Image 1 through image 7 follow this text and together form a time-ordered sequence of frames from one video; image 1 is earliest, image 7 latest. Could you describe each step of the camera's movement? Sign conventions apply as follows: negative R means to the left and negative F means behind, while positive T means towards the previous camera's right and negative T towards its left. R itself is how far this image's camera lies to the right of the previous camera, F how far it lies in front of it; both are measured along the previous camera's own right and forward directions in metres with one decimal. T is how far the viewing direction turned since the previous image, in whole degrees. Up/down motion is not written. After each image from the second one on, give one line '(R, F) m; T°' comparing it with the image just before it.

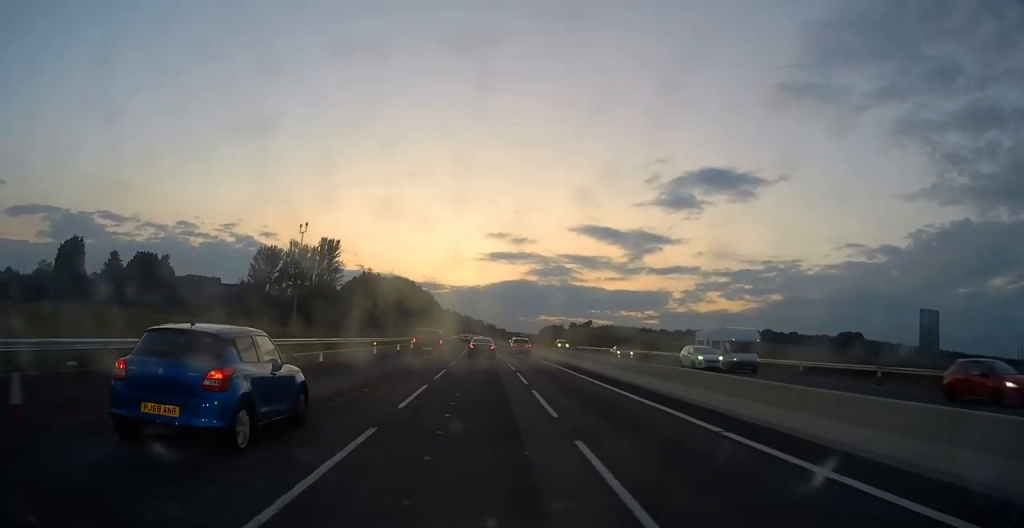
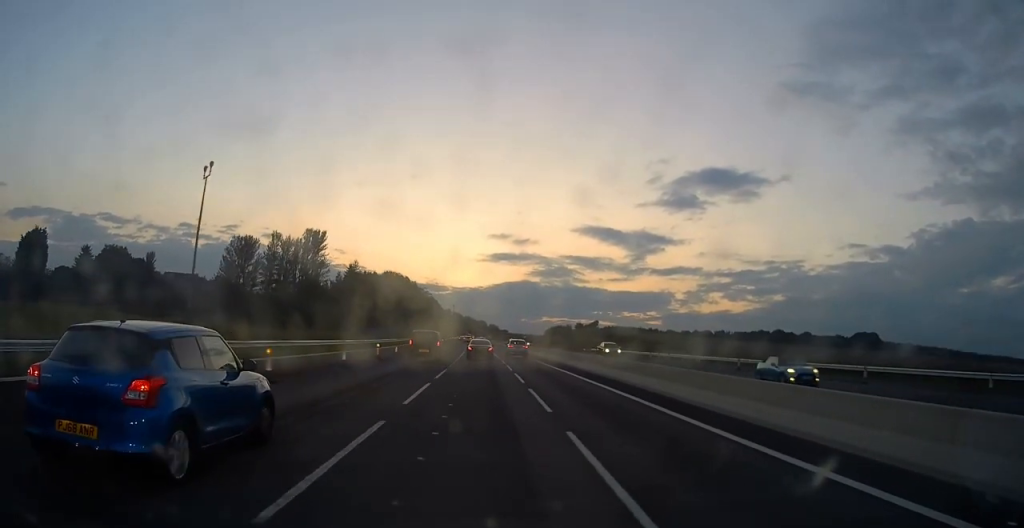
(-0.3, +17.1) m; 0°
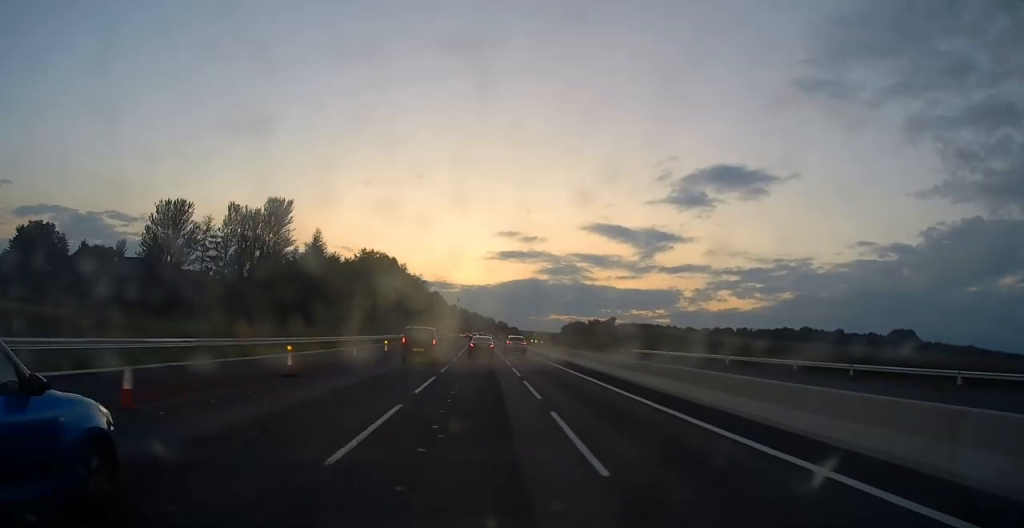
(+0.4, +34.0) m; +1°
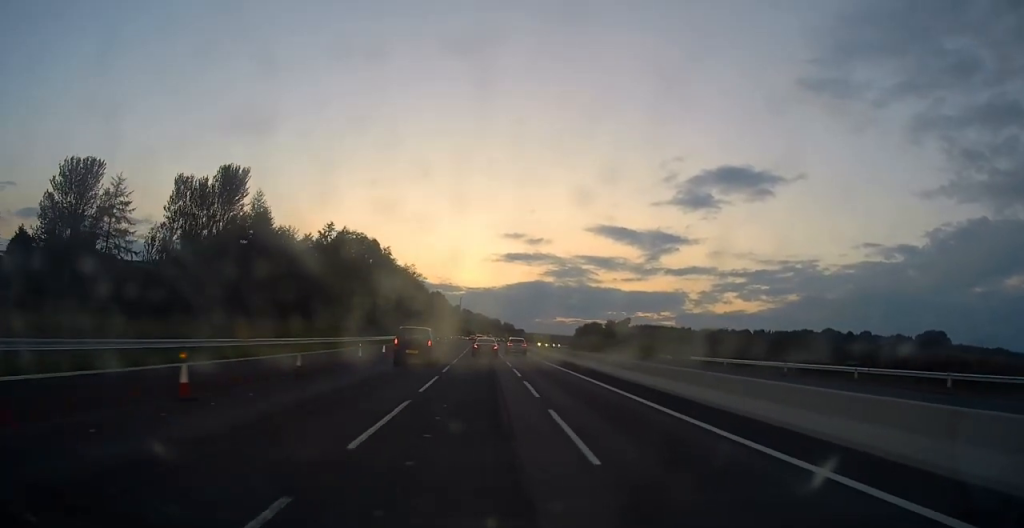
(-0.4, +26.7) m; -2°
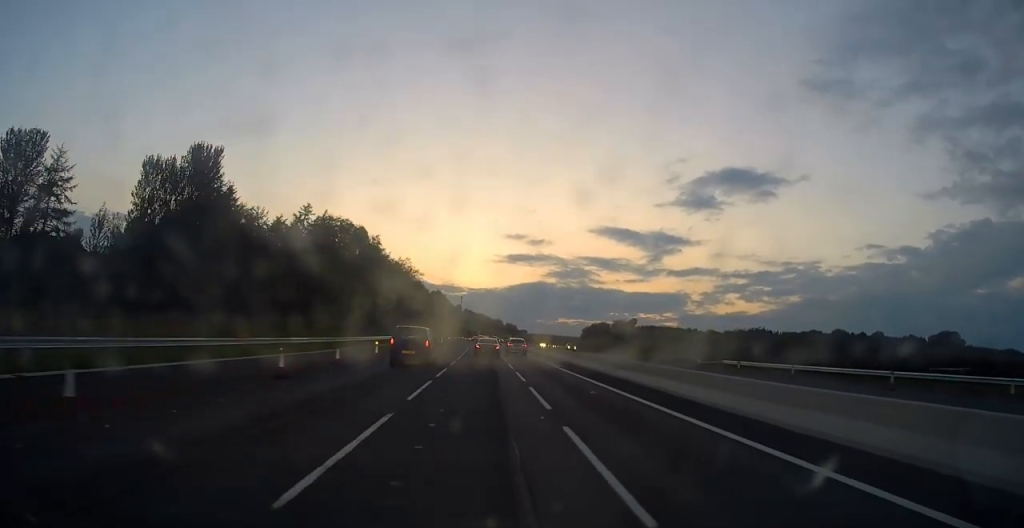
(-0.1, +11.9) m; 0°
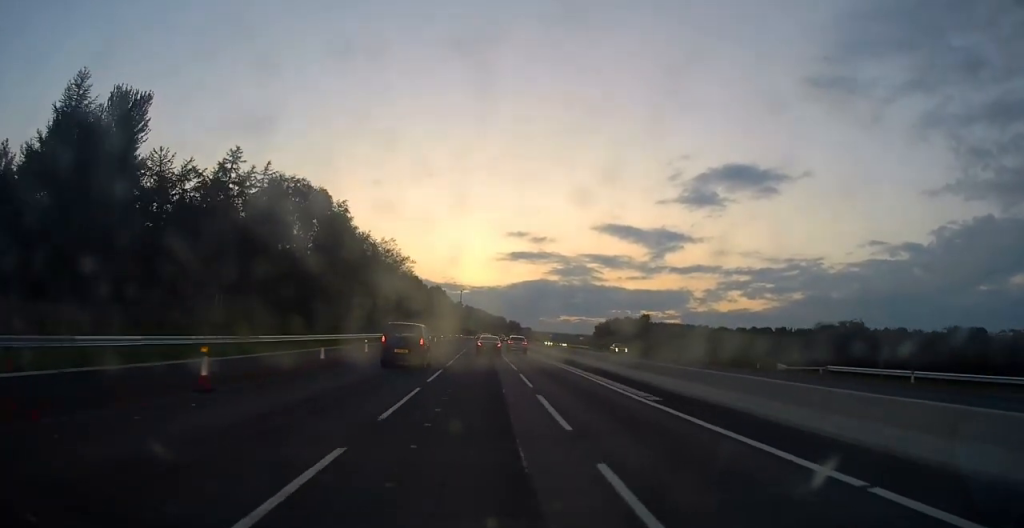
(+0.1, +21.7) m; +1°
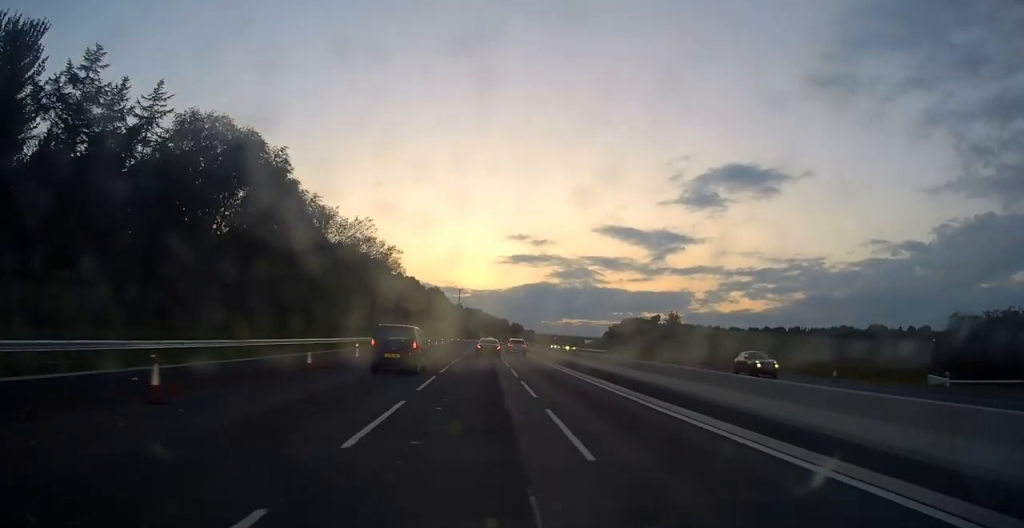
(+0.3, +20.9) m; 0°
